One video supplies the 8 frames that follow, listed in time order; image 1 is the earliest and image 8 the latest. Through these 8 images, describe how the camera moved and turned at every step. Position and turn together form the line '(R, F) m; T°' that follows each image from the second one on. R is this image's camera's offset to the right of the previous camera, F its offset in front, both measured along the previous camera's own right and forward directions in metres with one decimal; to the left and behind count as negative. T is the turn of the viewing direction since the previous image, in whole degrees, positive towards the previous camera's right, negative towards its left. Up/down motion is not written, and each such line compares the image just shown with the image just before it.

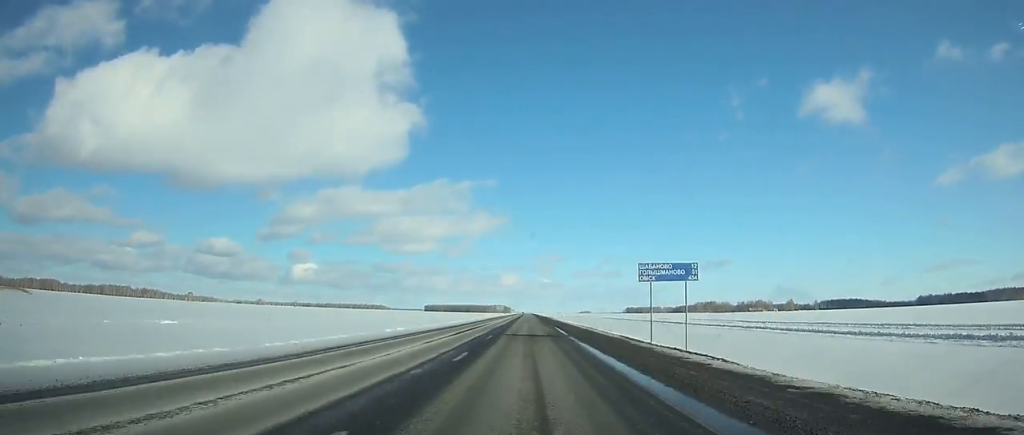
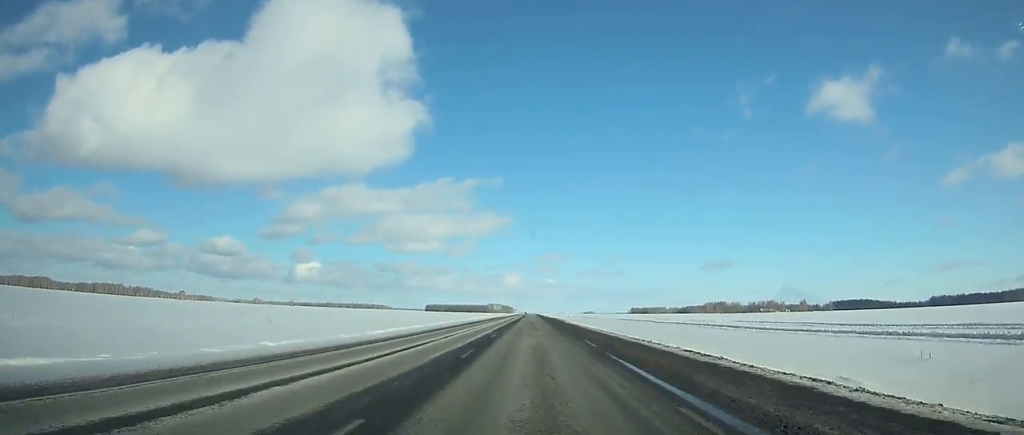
(0.0, +37.1) m; 0°
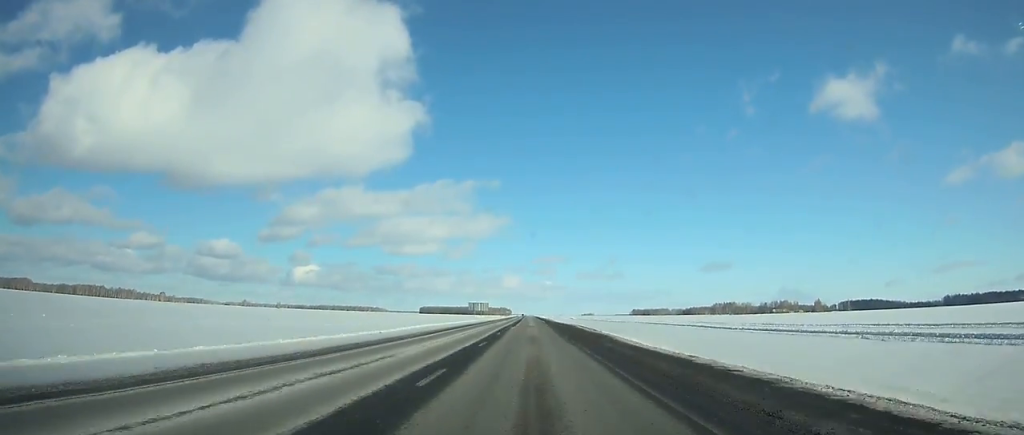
(0.0, +56.0) m; 0°
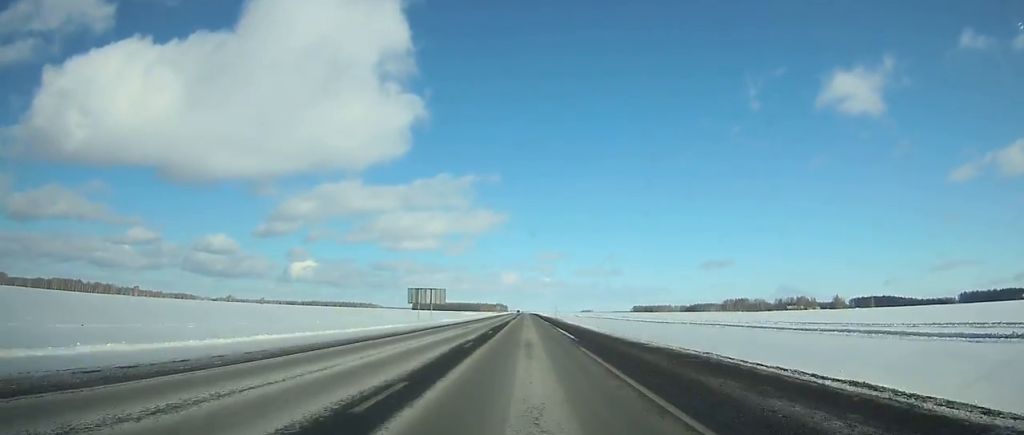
(0.0, +66.0) m; 0°
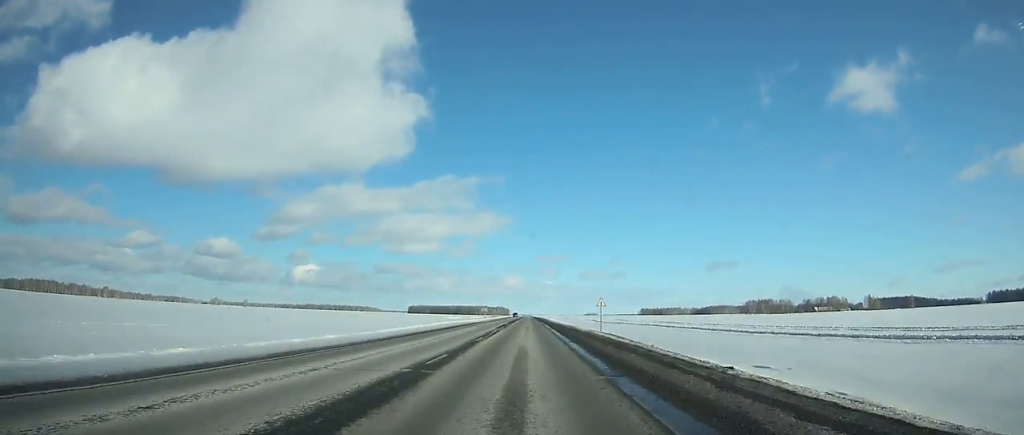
(-0.1, +81.6) m; 0°
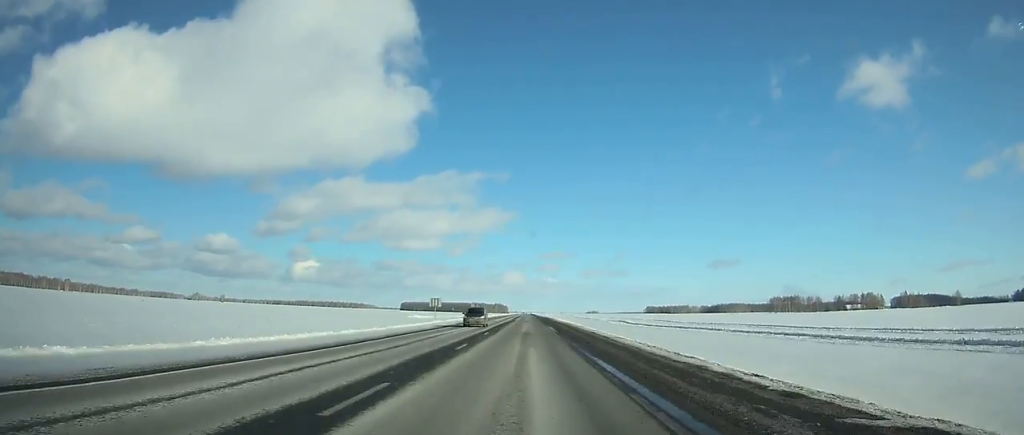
(-0.1, +81.4) m; 0°
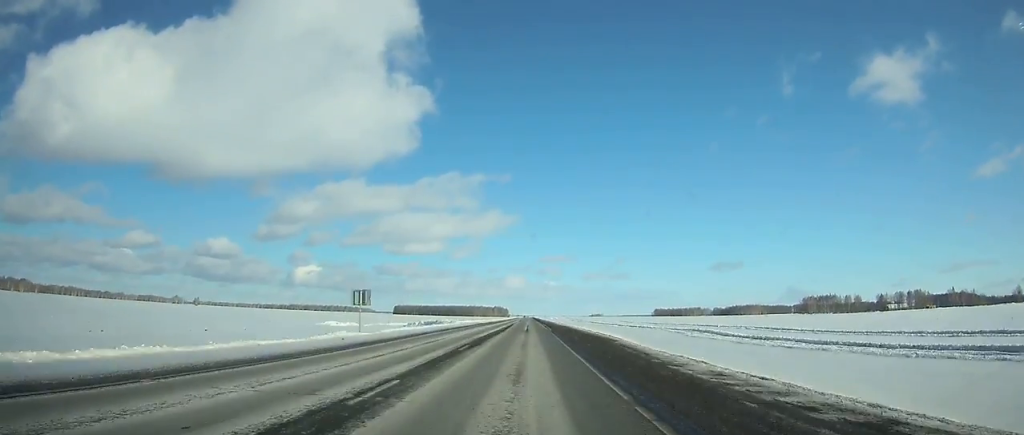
(-0.1, +84.7) m; 0°
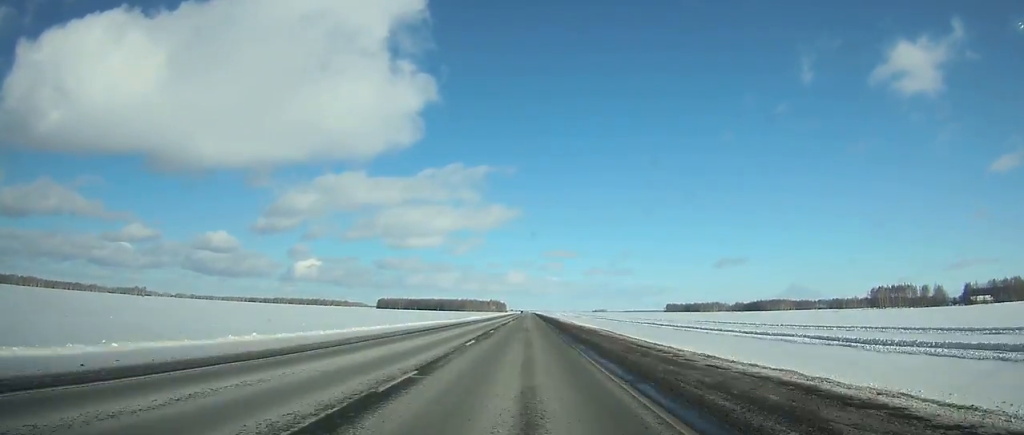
(+0.2, +132.7) m; 0°
